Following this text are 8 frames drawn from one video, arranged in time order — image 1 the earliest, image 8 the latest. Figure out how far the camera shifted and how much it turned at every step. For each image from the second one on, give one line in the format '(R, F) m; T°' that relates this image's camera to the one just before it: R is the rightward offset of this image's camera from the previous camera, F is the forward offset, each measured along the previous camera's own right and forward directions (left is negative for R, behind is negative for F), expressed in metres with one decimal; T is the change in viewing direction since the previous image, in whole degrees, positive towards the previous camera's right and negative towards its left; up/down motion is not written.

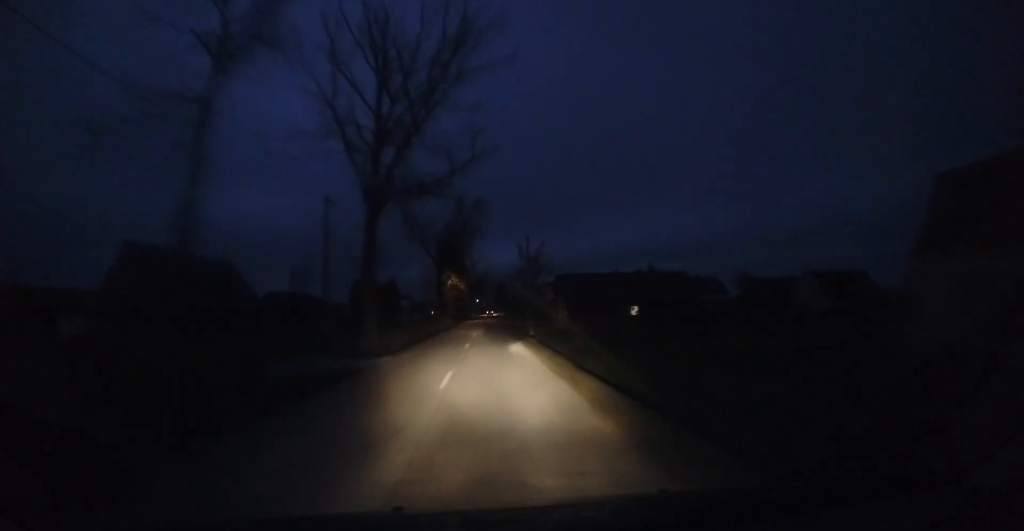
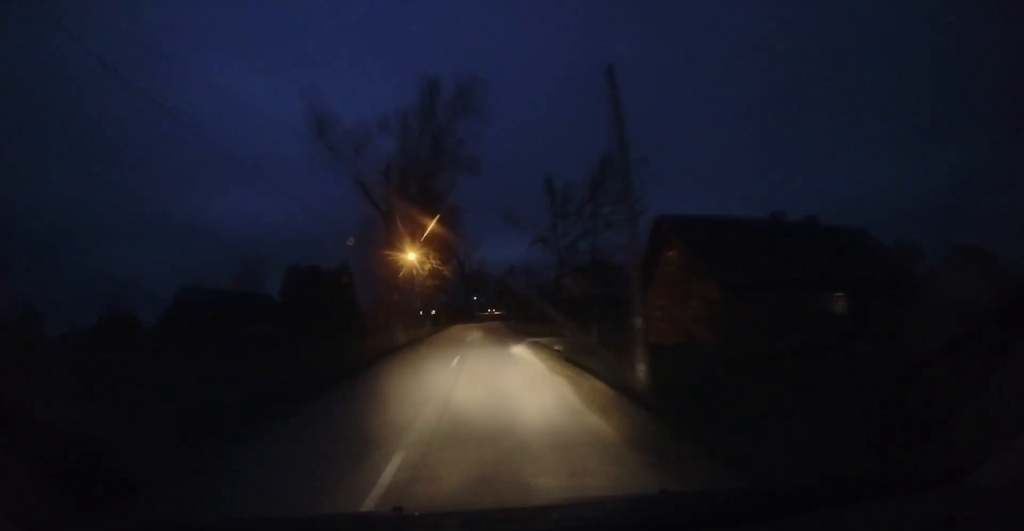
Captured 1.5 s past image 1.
(0.0, +21.5) m; 0°
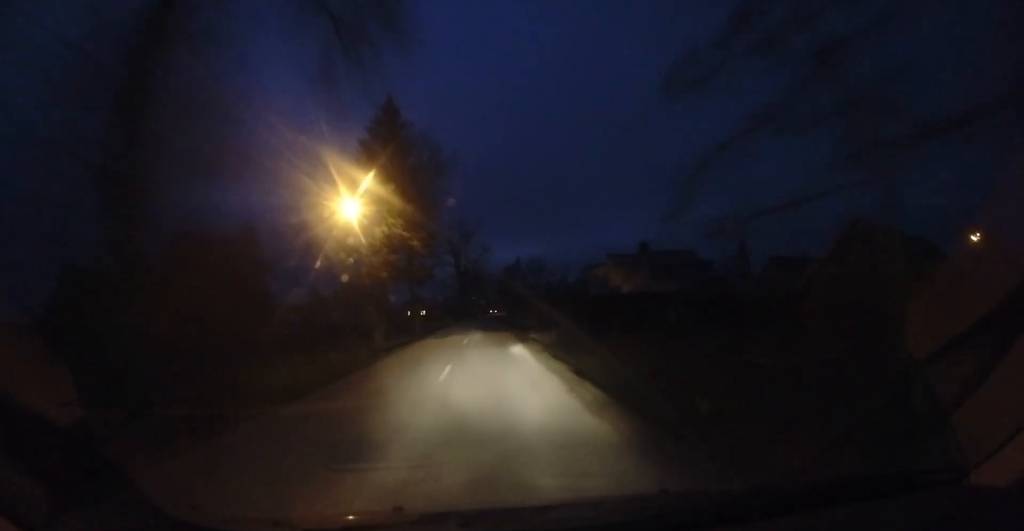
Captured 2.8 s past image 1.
(0.0, +18.2) m; 0°
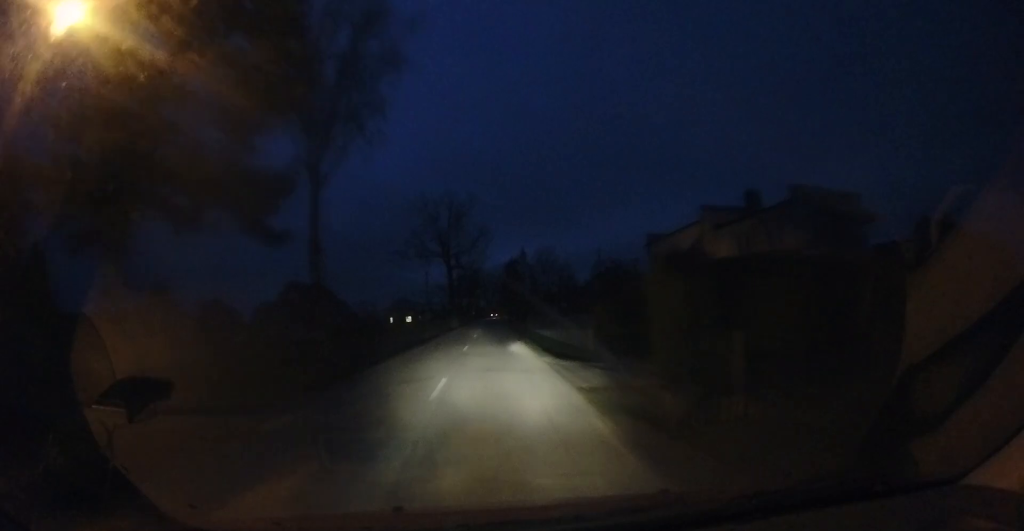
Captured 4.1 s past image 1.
(+0.1, +17.5) m; +1°
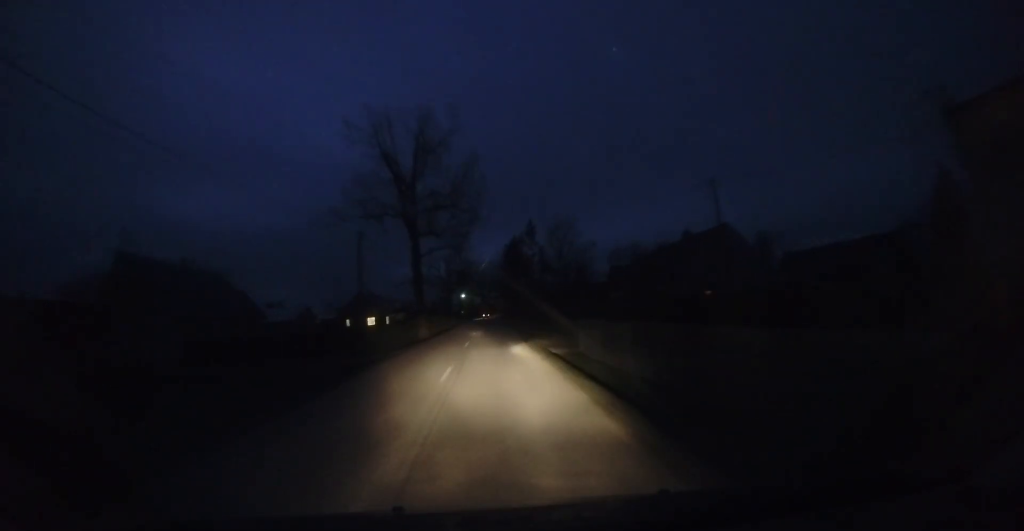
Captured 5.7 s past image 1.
(0.0, +22.5) m; 0°
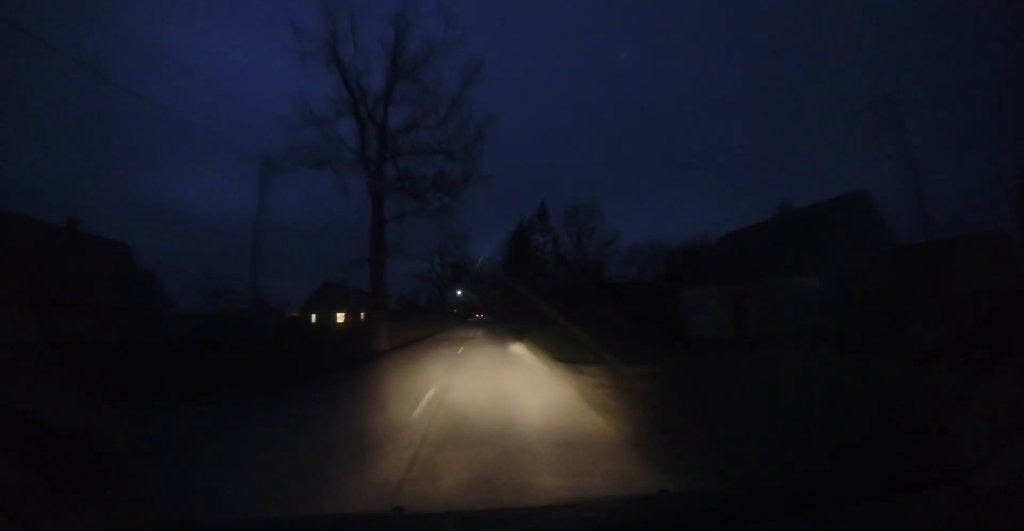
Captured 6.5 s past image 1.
(+0.1, +11.1) m; +1°
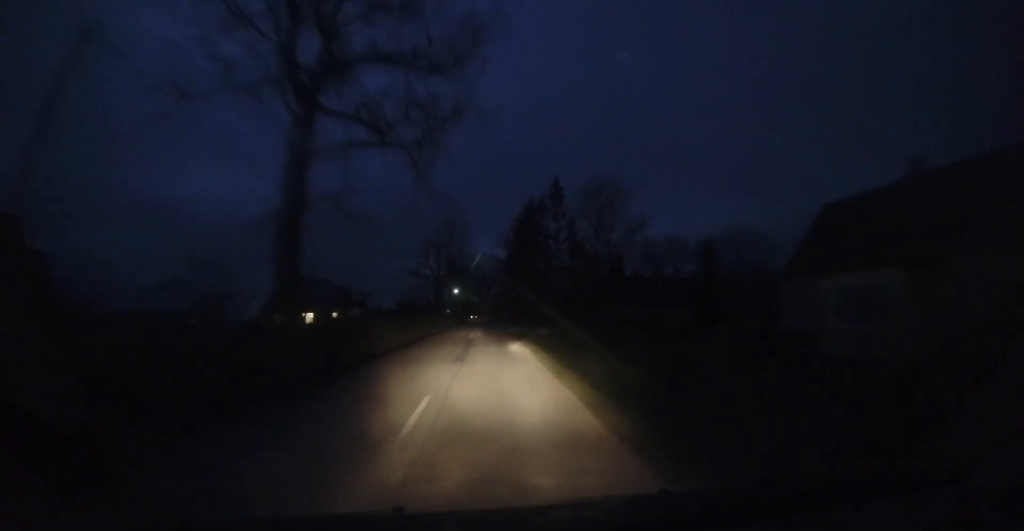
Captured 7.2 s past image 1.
(+0.1, +9.1) m; 0°
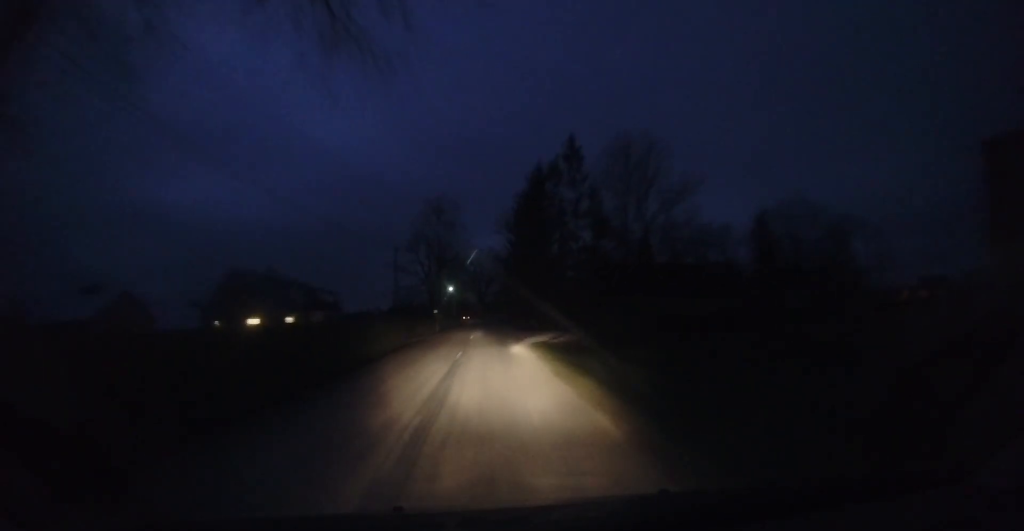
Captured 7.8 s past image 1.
(0.0, +9.1) m; 0°
